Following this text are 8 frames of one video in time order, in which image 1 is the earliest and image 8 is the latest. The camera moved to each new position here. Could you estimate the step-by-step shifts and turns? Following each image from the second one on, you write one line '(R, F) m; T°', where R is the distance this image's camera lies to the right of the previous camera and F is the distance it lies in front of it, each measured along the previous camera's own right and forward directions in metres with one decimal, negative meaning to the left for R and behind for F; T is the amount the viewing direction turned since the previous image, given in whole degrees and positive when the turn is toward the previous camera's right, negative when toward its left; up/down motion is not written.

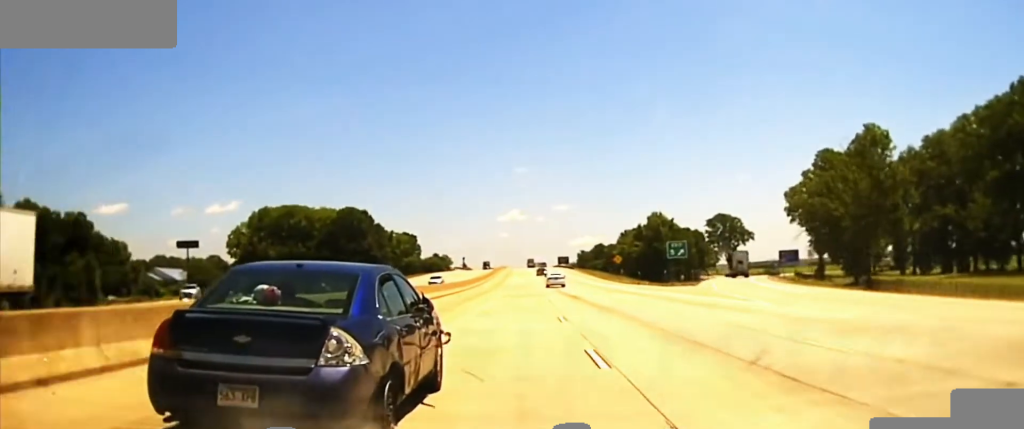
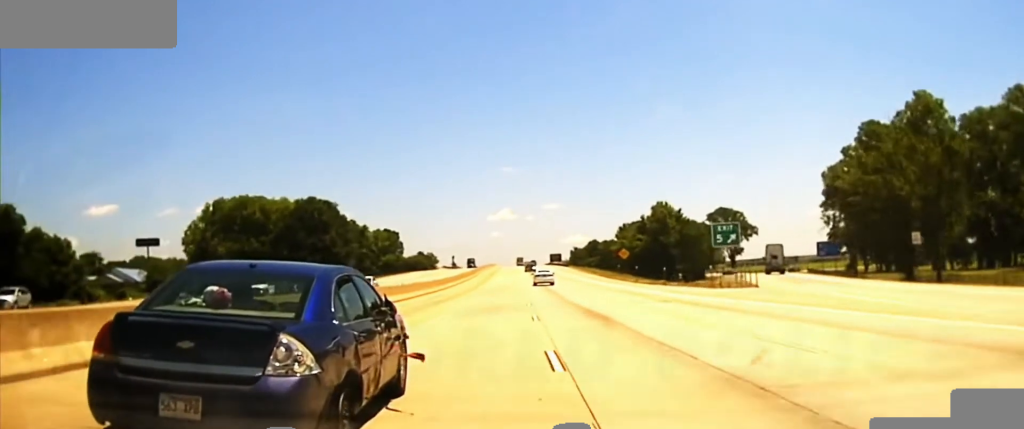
(+0.3, +23.9) m; 0°
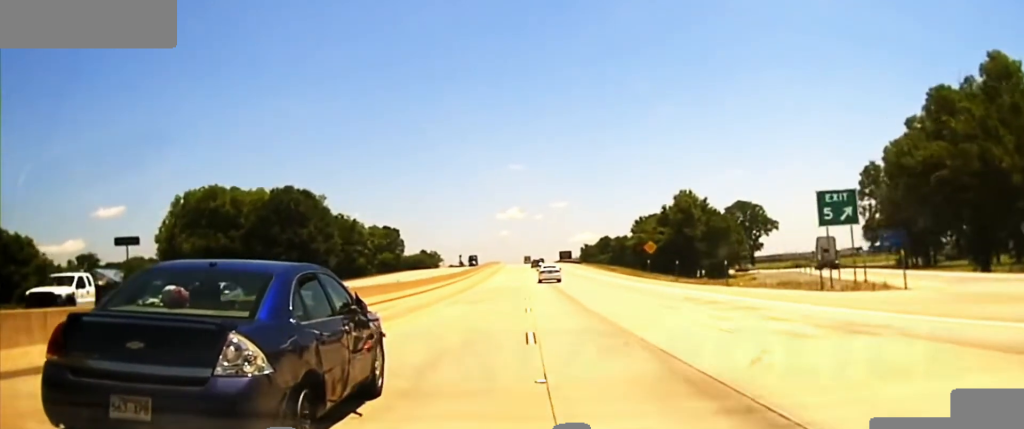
(-0.4, +16.6) m; 0°
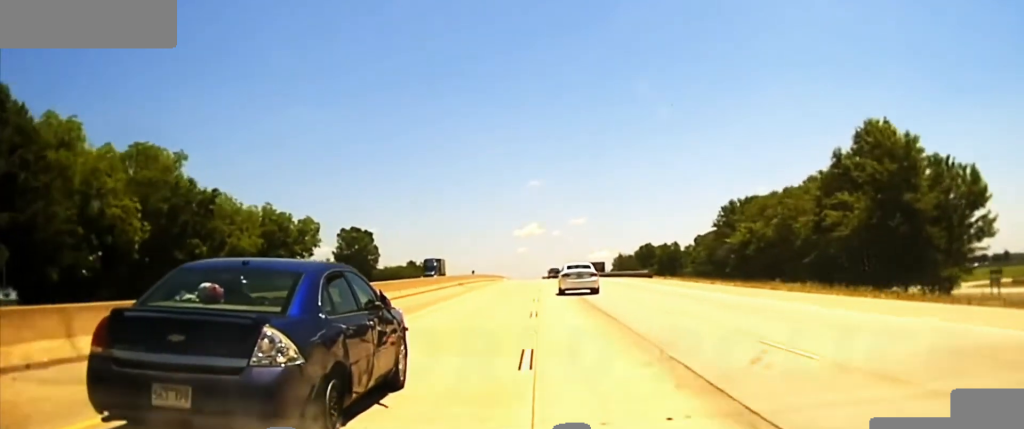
(-0.3, +71.2) m; -1°
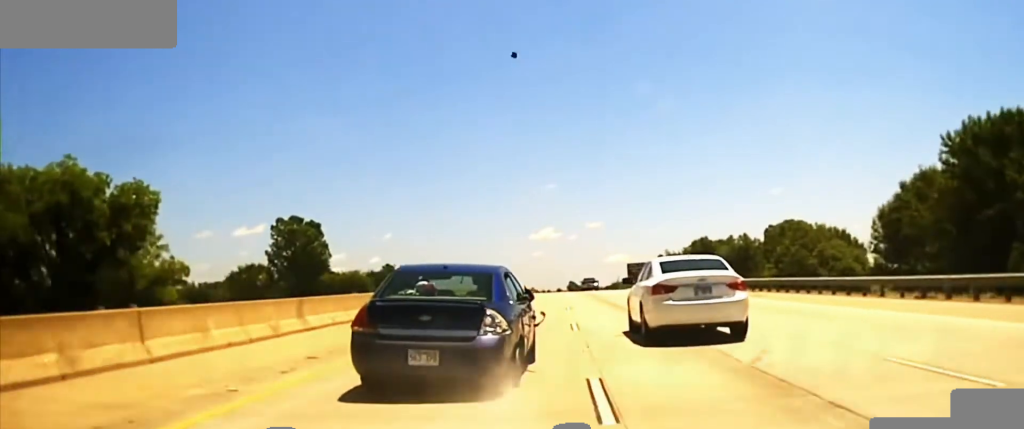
(-0.7, +81.5) m; -1°
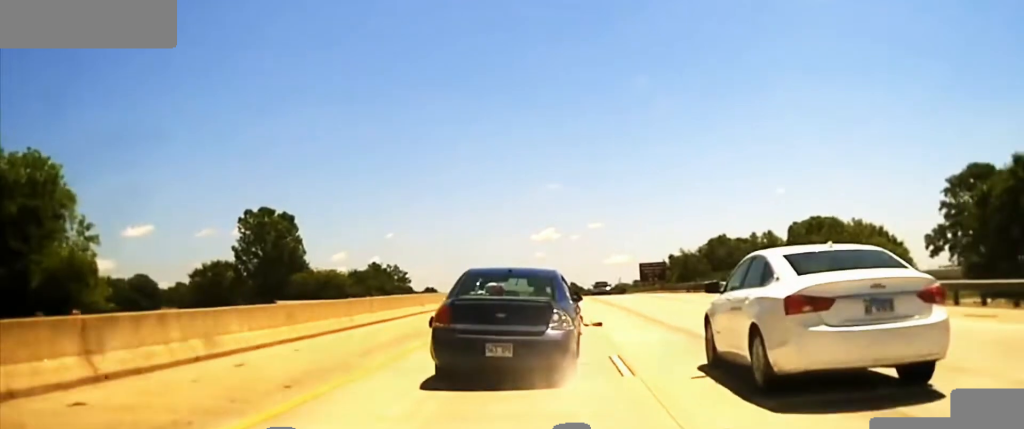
(0.0, +25.5) m; 0°
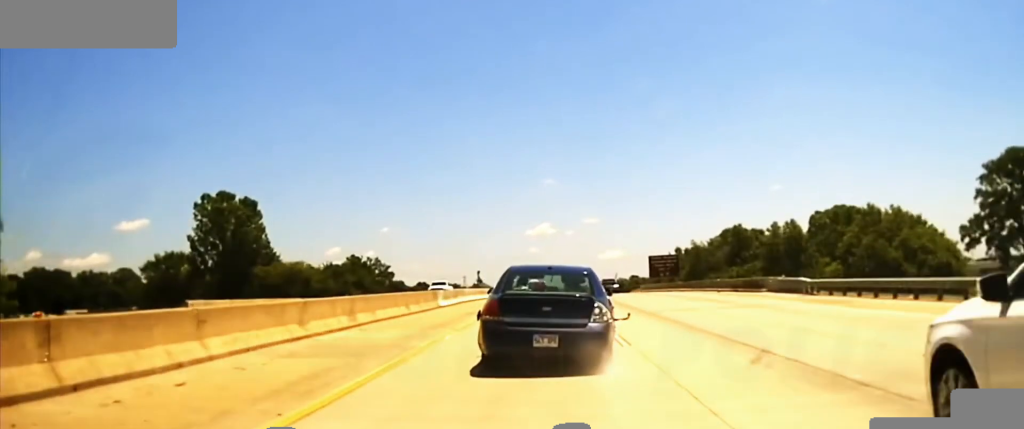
(0.0, +24.8) m; 0°
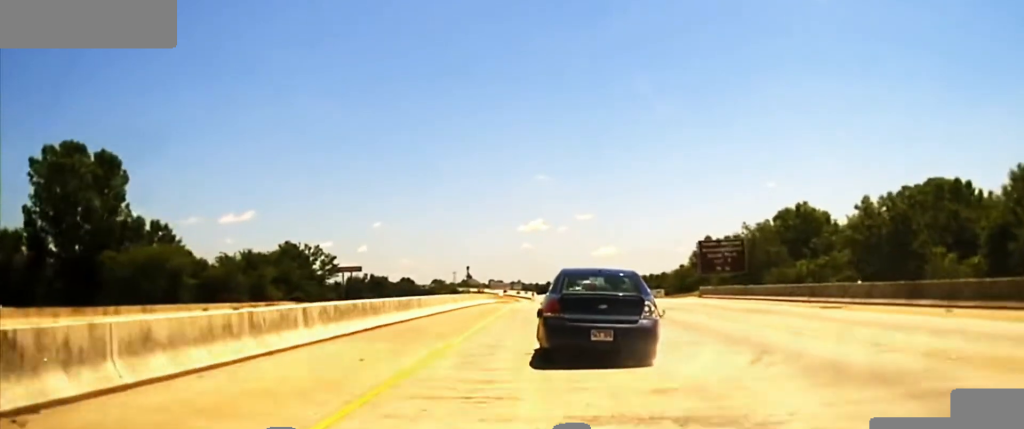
(+0.4, +54.1) m; +1°
